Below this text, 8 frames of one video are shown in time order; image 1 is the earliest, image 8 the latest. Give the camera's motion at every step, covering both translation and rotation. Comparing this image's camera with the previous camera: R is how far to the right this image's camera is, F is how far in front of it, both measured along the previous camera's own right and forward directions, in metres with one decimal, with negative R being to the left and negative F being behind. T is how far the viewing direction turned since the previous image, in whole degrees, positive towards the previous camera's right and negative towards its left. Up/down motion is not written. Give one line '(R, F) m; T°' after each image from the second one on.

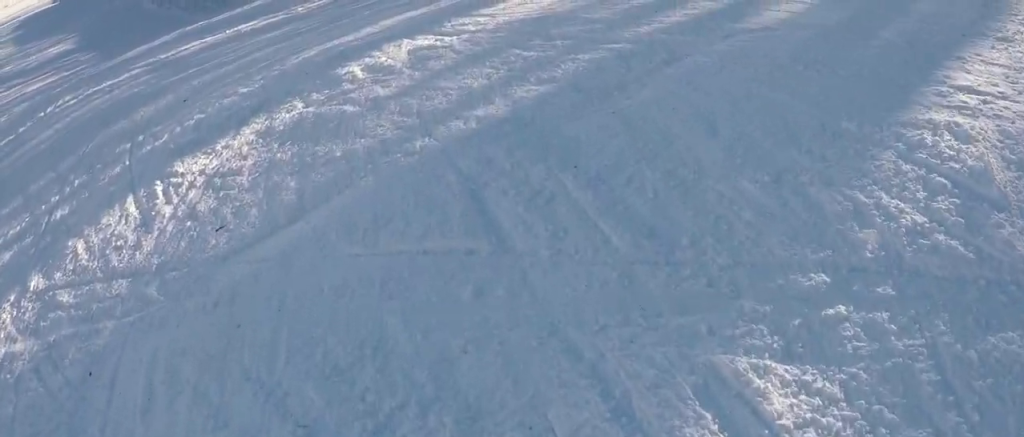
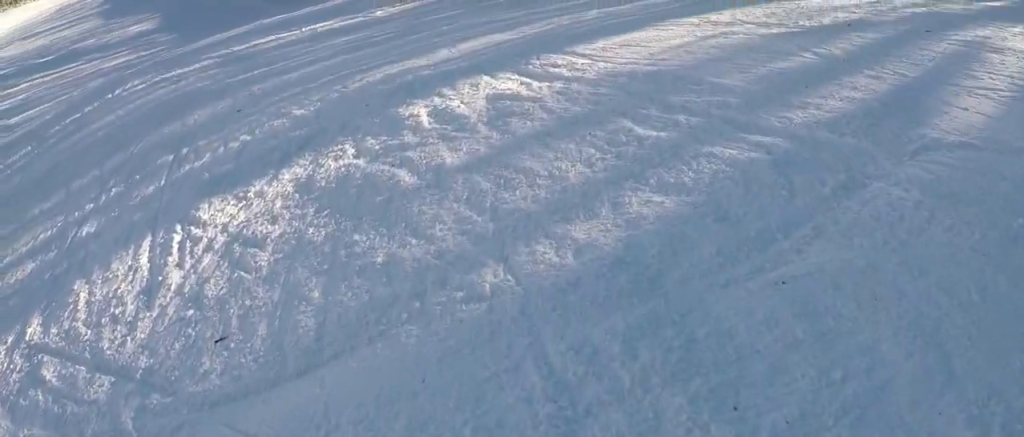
(+0.1, +1.7) m; -18°
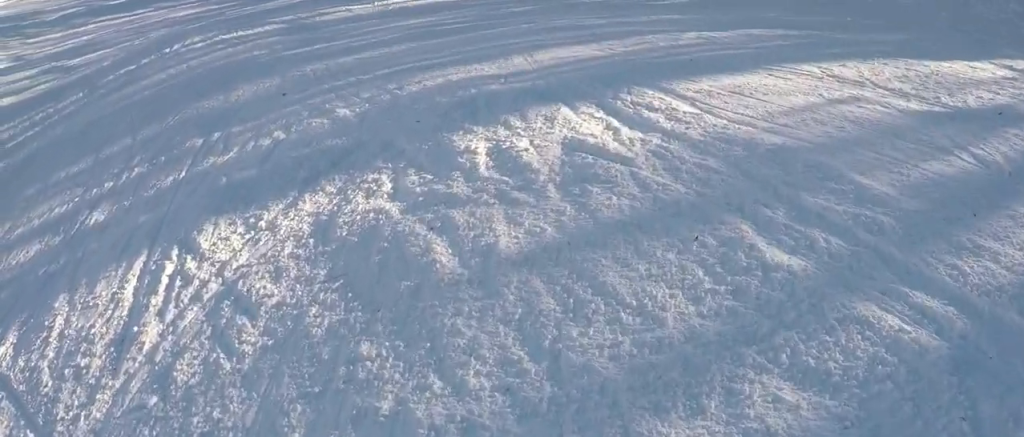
(-0.8, +1.4) m; -21°
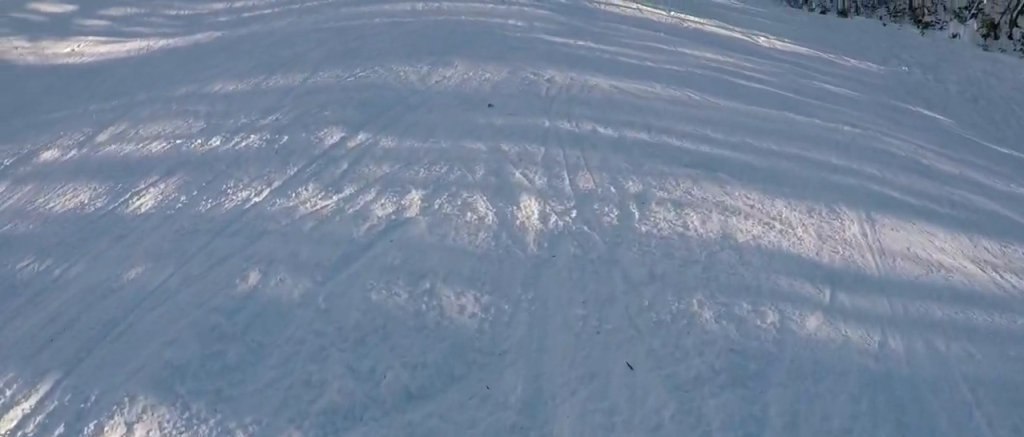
(-1.3, +4.0) m; -30°
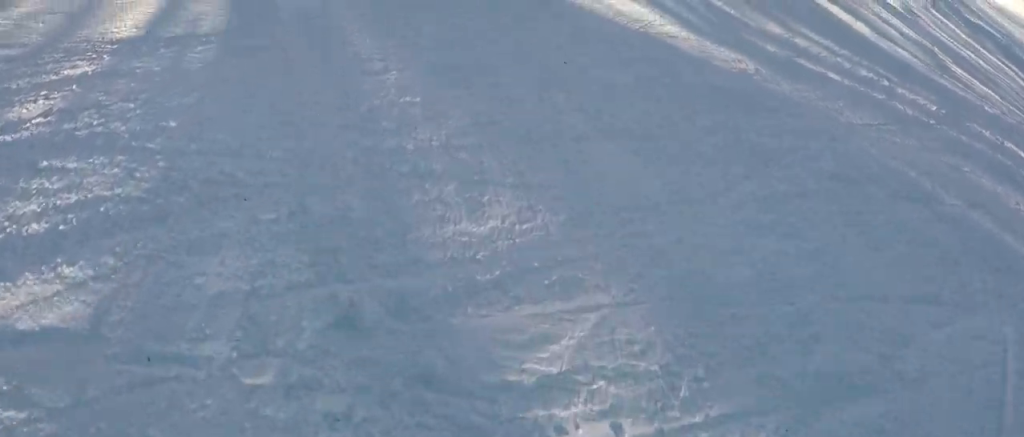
(-1.8, +7.2) m; -27°
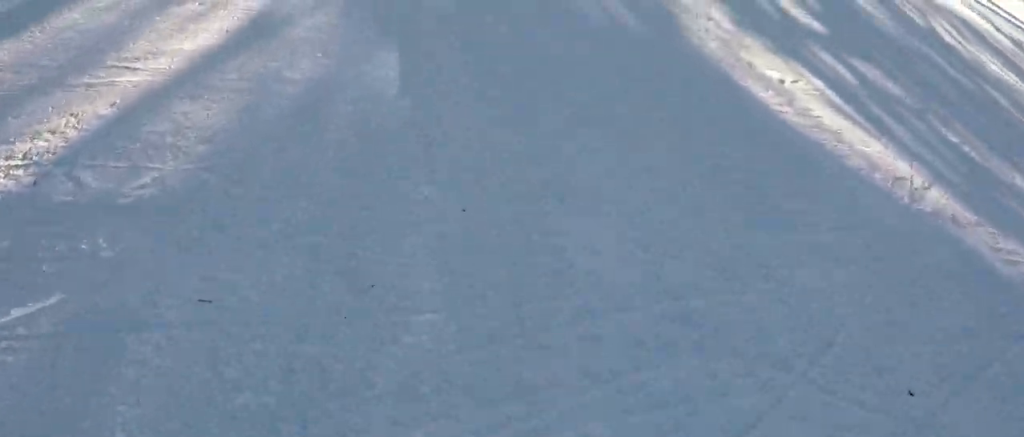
(-0.2, +3.4) m; -20°
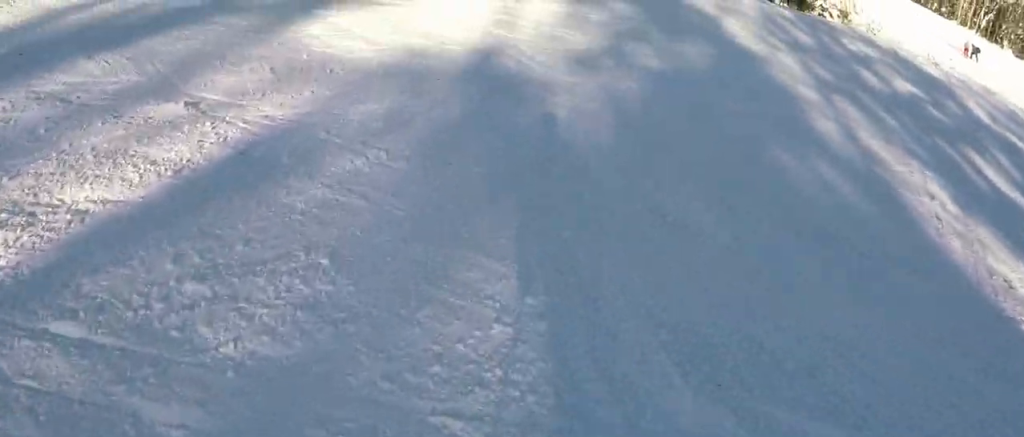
(-0.9, +2.6) m; -21°
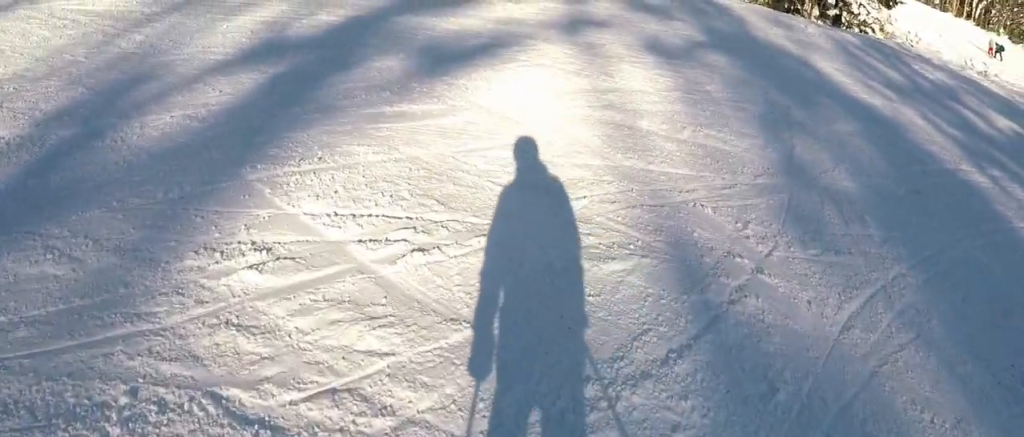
(-0.1, +4.8) m; +23°
